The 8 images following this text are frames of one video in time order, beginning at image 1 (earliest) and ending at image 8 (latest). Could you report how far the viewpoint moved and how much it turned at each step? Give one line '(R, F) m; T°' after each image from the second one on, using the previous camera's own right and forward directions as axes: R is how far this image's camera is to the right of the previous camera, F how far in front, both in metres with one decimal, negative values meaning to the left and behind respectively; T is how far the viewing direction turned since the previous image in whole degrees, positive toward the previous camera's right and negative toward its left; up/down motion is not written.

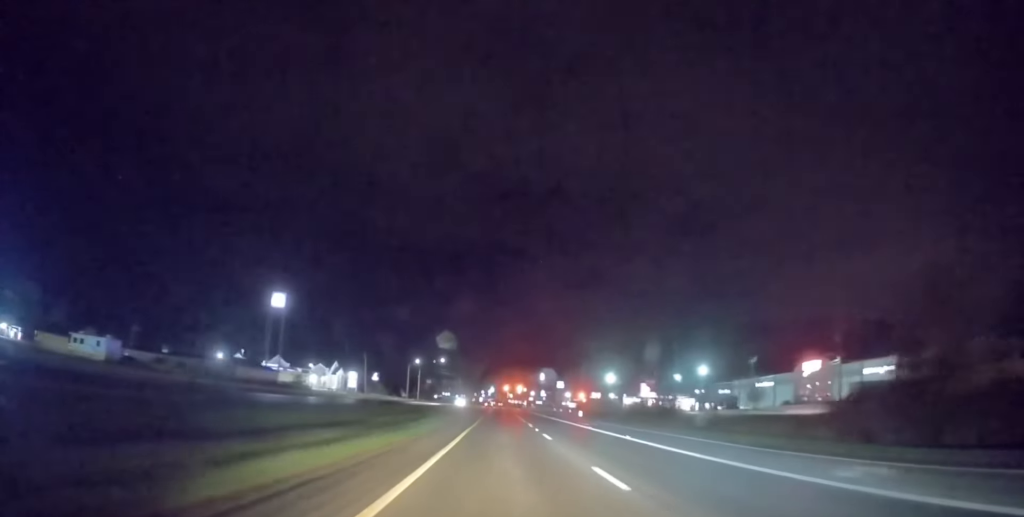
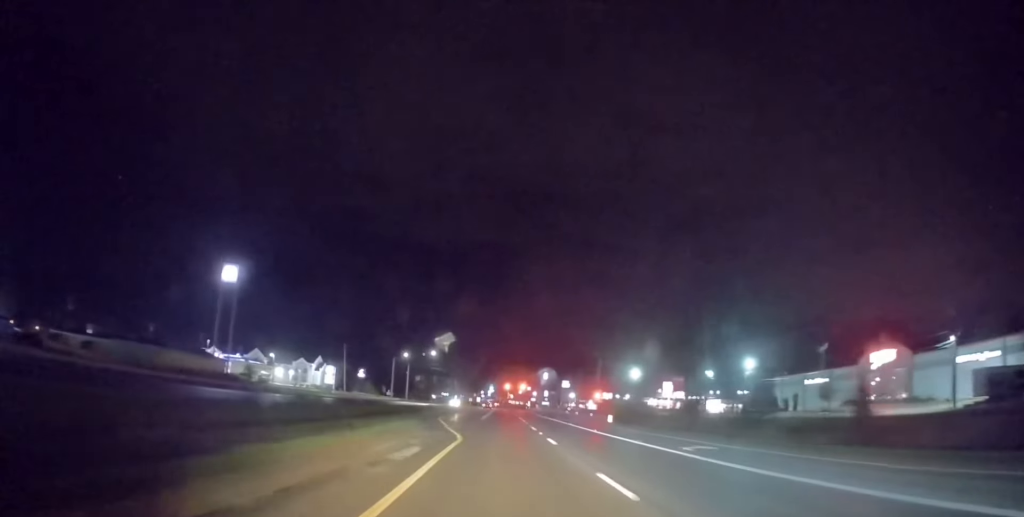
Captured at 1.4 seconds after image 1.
(+0.1, +28.1) m; +2°
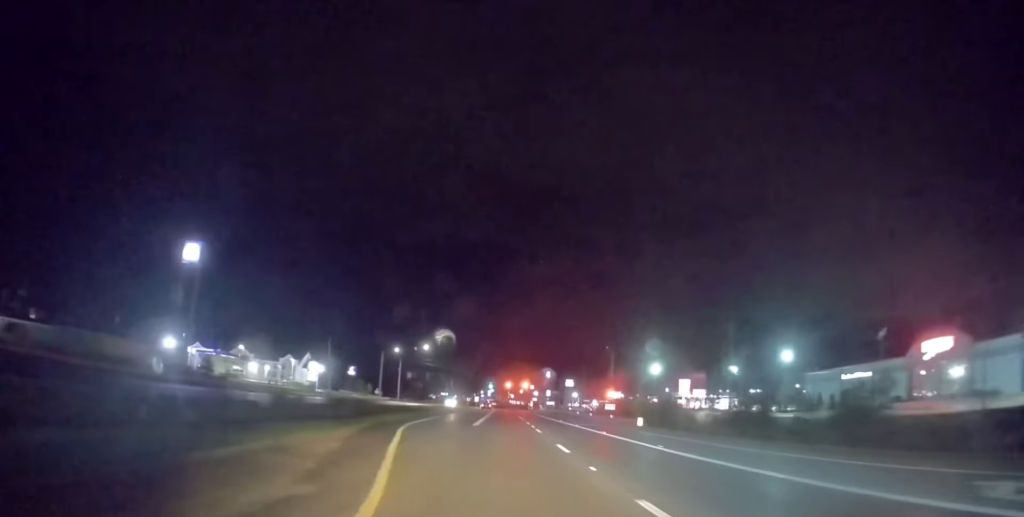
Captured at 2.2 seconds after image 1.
(+0.4, +16.4) m; 0°
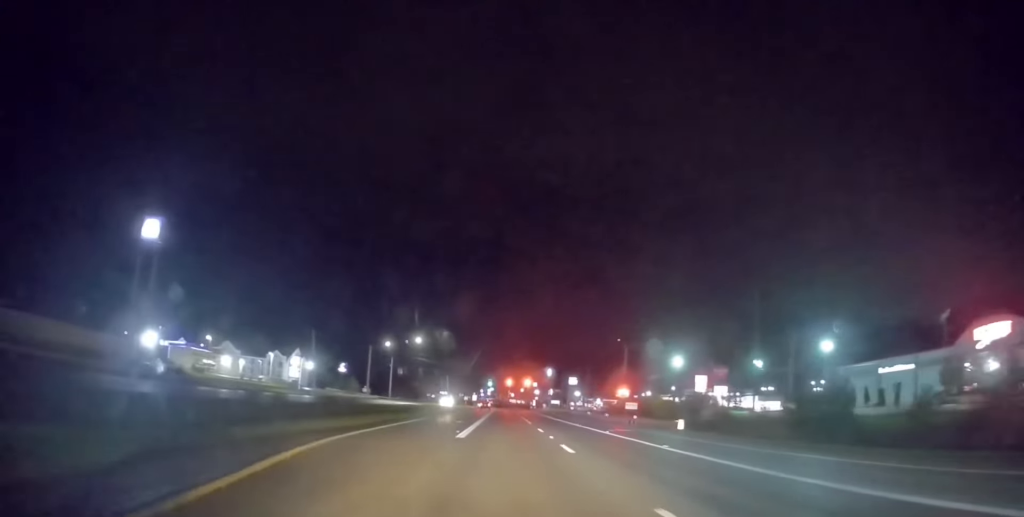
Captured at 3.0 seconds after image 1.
(-0.2, +14.0) m; -1°
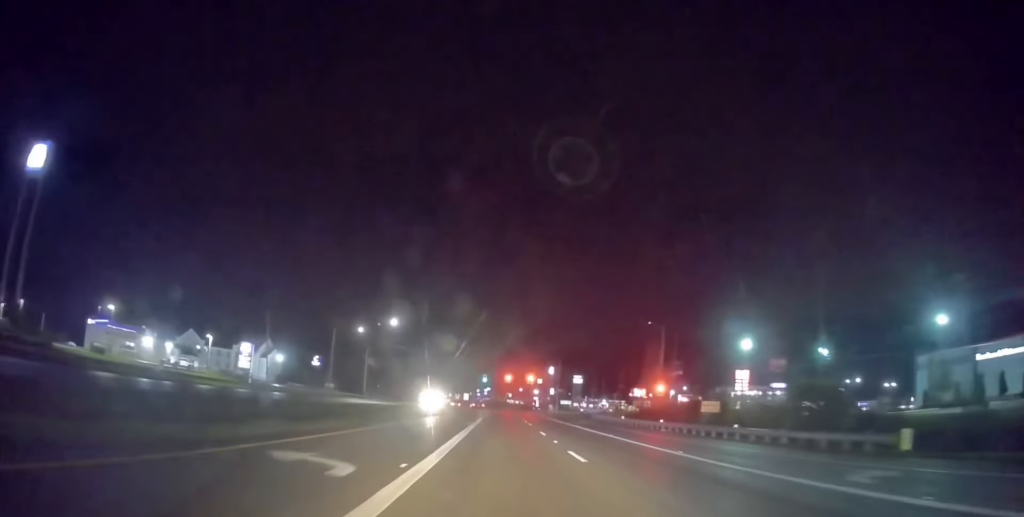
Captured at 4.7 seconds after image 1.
(-0.2, +28.5) m; -1°
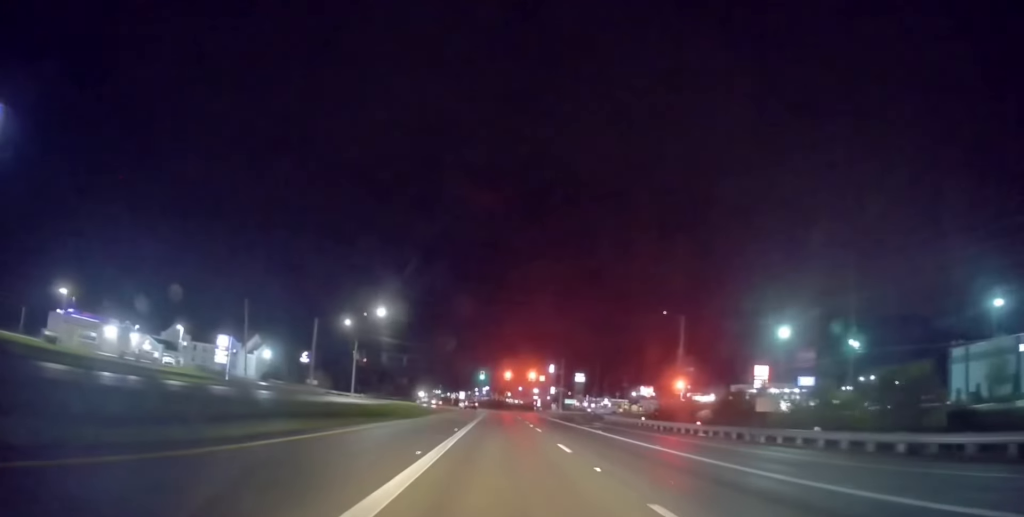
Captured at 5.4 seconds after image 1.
(-0.1, +10.2) m; -1°
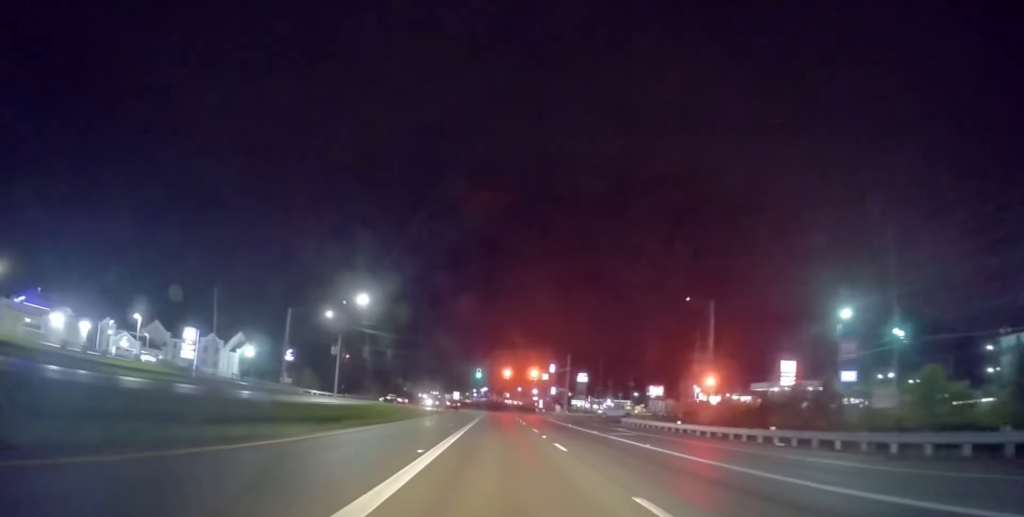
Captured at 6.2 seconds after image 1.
(0.0, +12.4) m; +1°
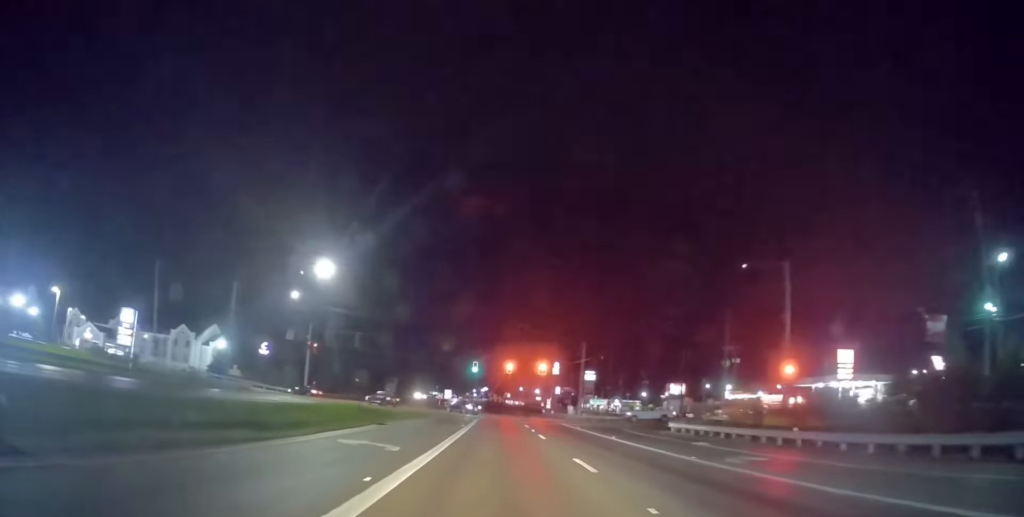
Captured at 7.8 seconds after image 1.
(+0.4, +19.5) m; +1°
